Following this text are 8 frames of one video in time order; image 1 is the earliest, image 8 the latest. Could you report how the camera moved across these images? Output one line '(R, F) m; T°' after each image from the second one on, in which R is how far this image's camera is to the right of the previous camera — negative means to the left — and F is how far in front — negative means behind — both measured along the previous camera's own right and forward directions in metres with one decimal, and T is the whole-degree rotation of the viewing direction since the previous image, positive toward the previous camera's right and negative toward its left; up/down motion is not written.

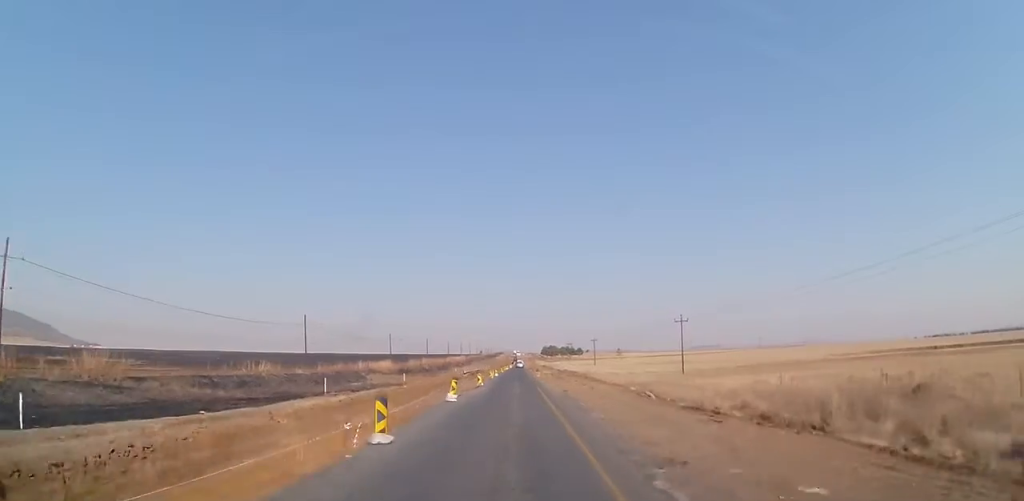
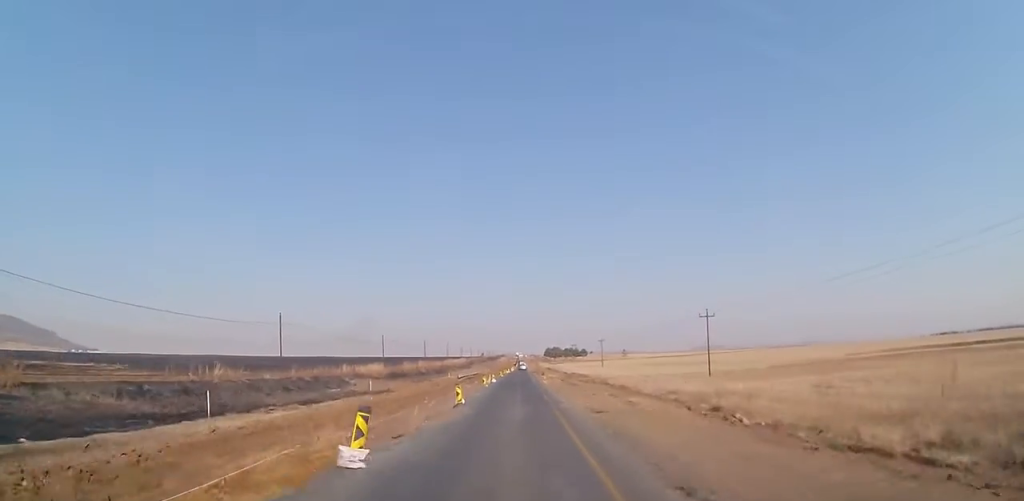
(-0.3, +12.0) m; 0°
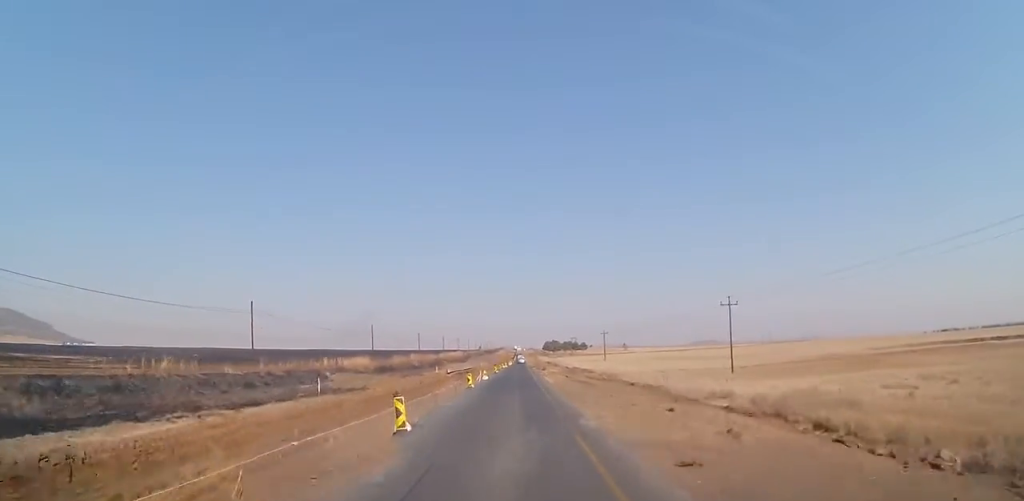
(+0.1, +9.7) m; 0°
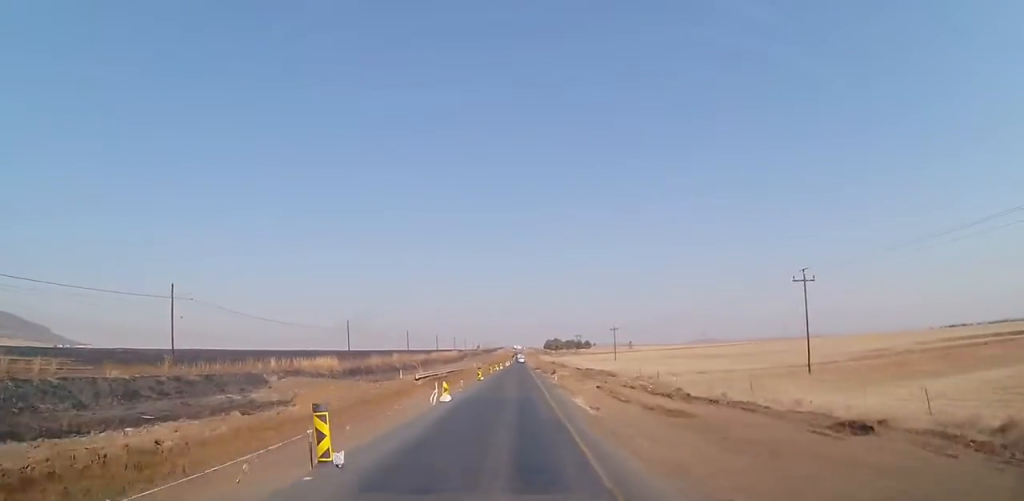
(+0.1, +20.5) m; -1°
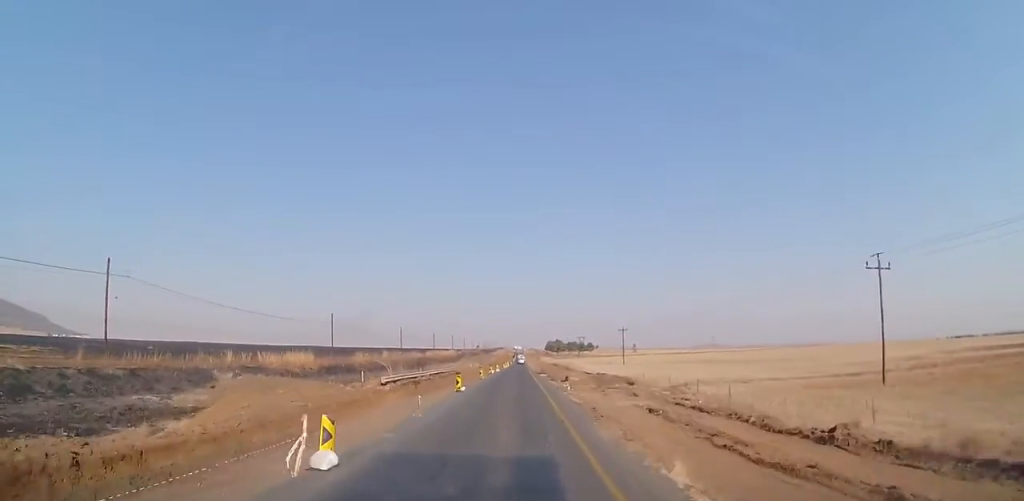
(-0.2, +11.9) m; -1°
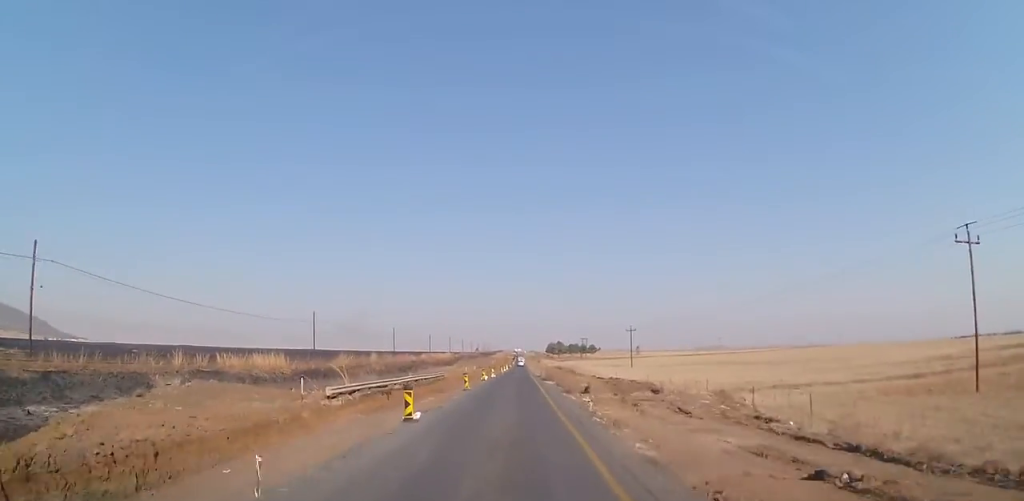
(-0.1, +10.1) m; +1°
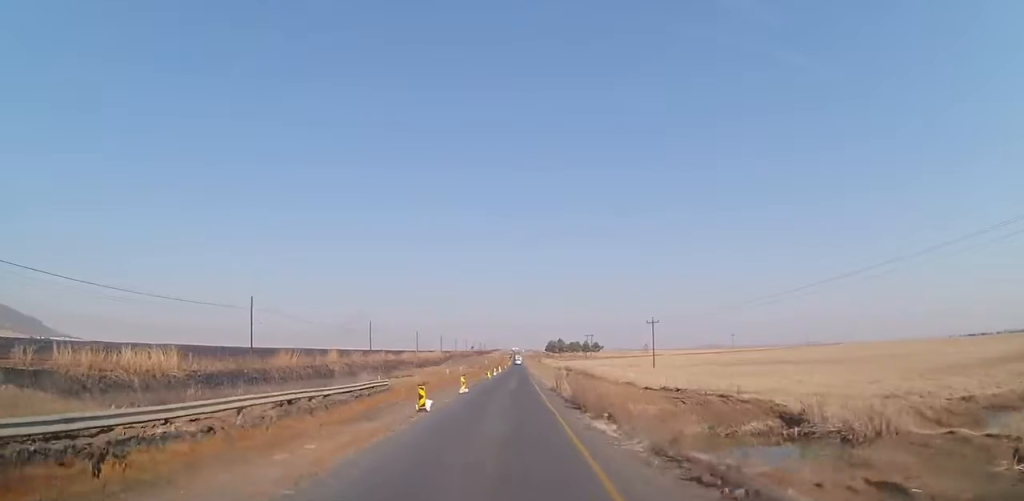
(+0.4, +24.3) m; 0°
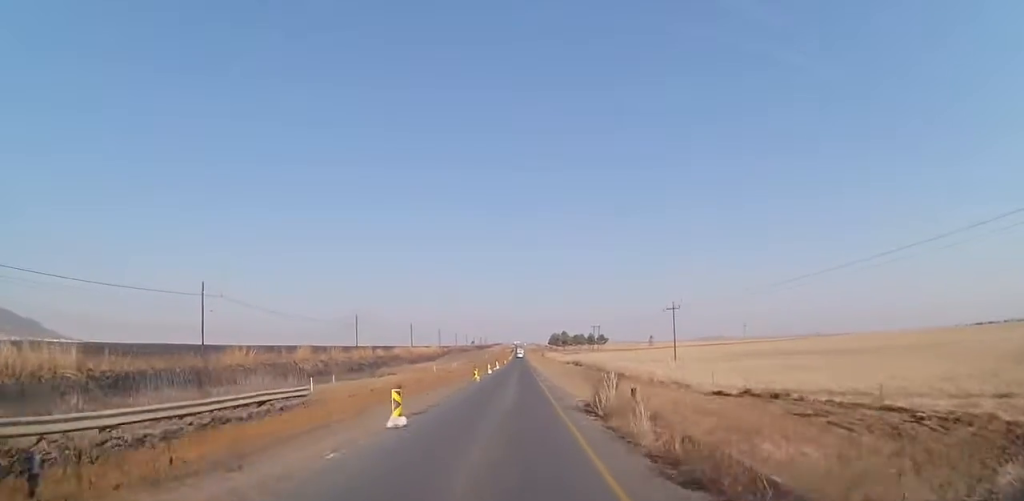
(-0.3, +13.8) m; -1°
